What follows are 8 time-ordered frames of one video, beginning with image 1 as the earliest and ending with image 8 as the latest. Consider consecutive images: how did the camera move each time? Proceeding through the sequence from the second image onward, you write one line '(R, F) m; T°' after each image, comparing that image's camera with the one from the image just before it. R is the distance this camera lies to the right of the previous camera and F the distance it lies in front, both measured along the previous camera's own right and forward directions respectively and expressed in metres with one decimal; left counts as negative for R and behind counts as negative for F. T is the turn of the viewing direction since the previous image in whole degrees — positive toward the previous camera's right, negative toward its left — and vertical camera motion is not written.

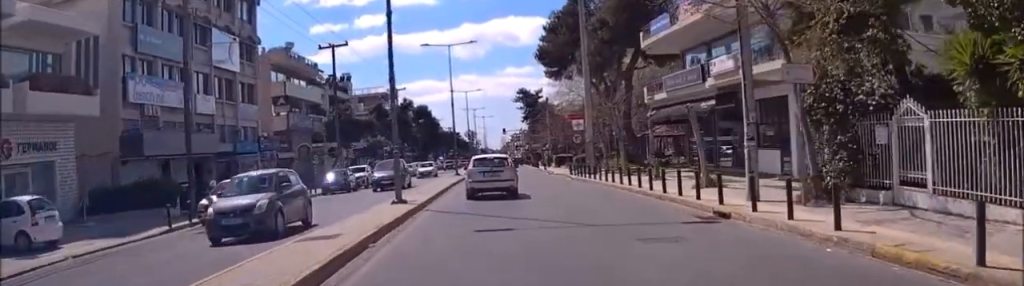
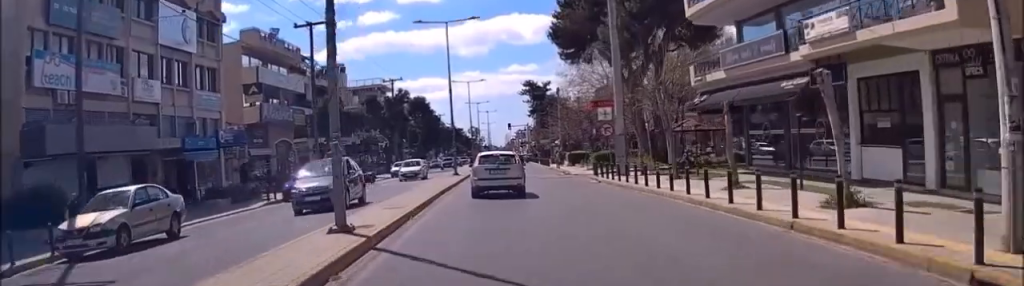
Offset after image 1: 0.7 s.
(+0.1, +8.2) m; -2°
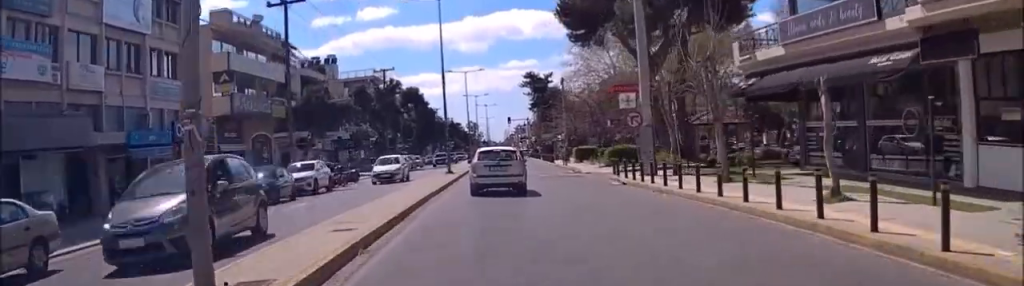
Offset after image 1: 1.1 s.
(-0.3, +5.7) m; 0°
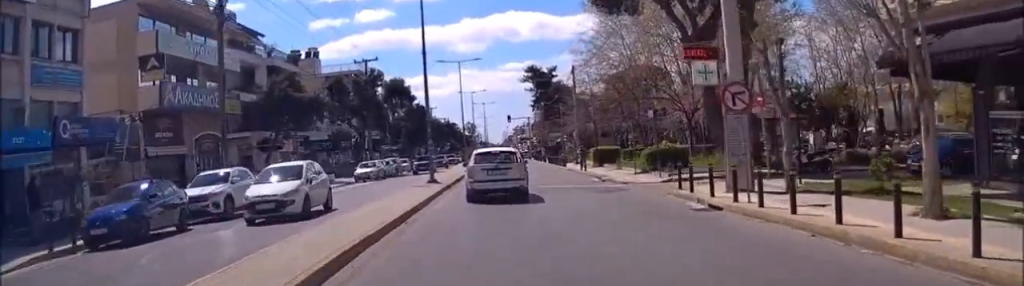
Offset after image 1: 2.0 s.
(-0.2, +10.1) m; 0°
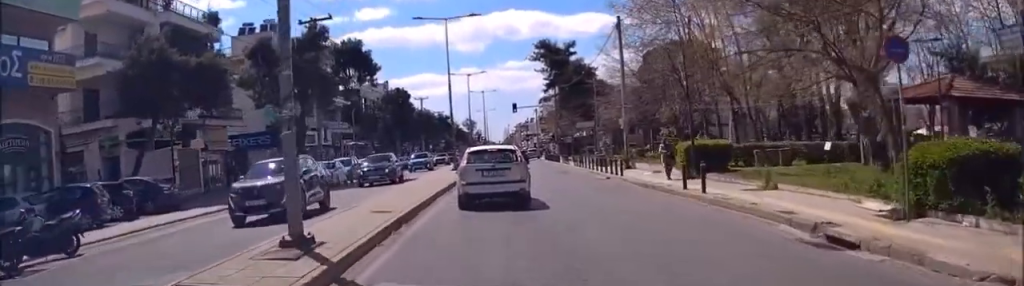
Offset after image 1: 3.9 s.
(+0.5, +20.1) m; +2°
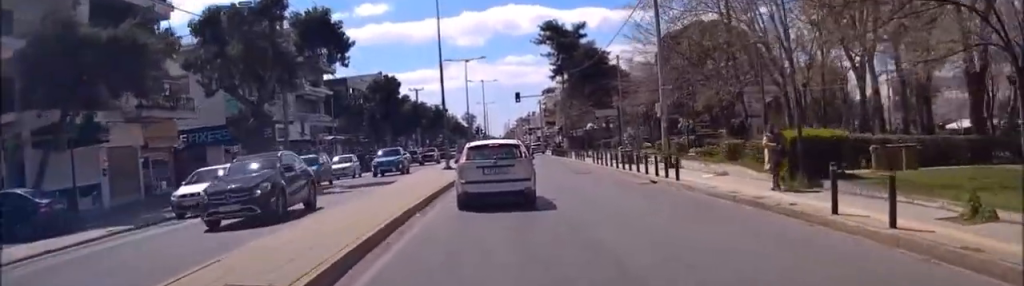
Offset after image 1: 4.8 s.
(0.0, +7.5) m; +1°
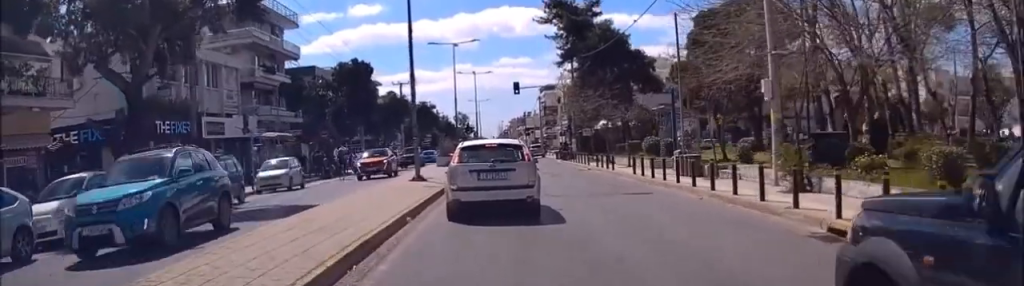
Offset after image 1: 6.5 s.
(+0.1, +10.8) m; -1°
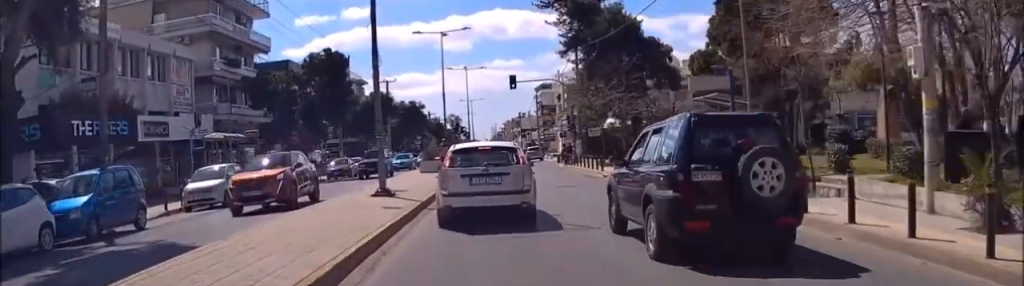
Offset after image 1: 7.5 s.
(-0.1, +6.3) m; -1°
